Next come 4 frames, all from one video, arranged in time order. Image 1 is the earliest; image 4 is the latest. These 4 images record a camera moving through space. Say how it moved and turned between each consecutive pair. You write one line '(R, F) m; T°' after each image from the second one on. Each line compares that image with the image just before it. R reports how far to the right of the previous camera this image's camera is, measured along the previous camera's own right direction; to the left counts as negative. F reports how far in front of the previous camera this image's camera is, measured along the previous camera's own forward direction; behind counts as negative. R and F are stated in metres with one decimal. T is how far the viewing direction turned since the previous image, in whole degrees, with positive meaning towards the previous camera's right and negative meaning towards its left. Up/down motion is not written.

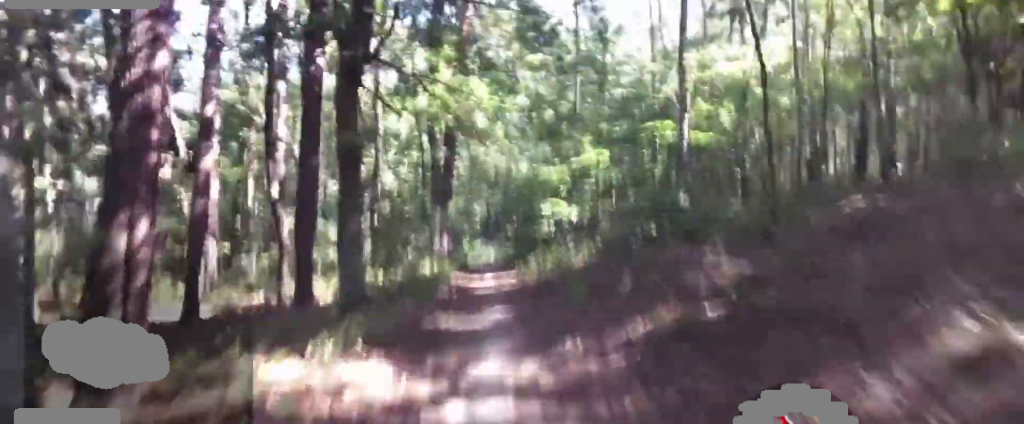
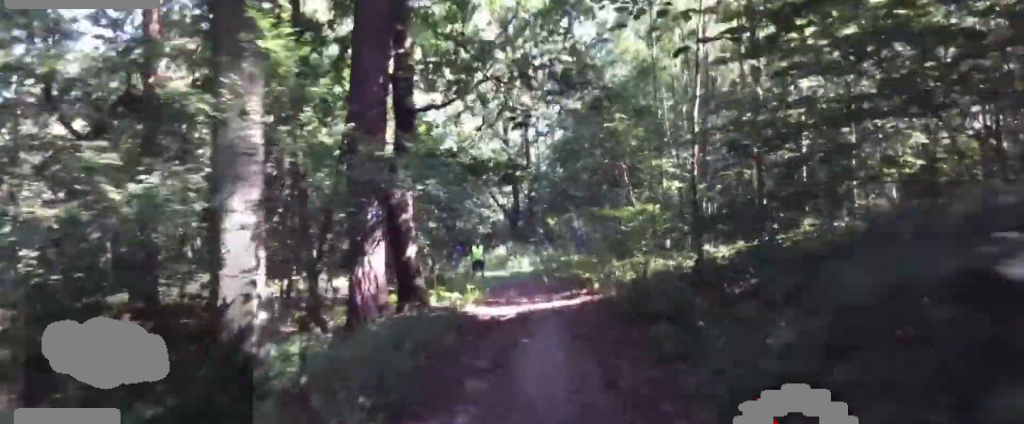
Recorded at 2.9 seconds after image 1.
(-1.3, +21.4) m; -3°
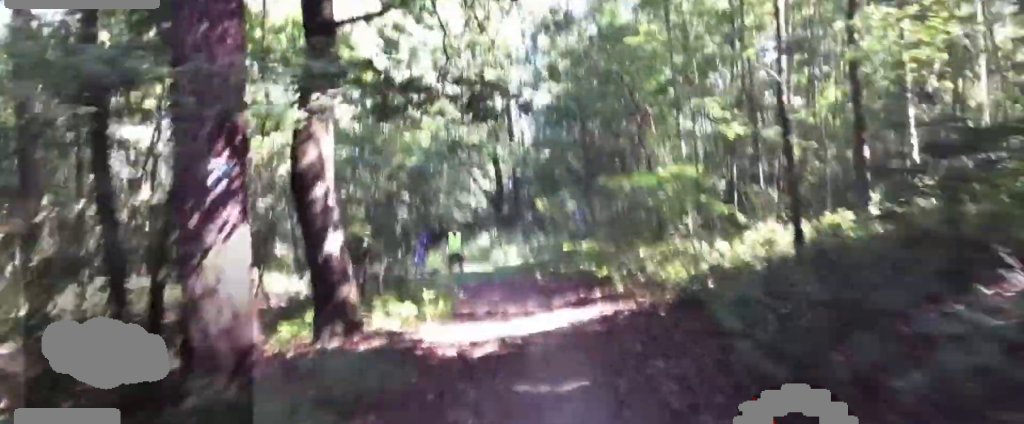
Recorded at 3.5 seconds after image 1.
(0.0, +4.3) m; 0°
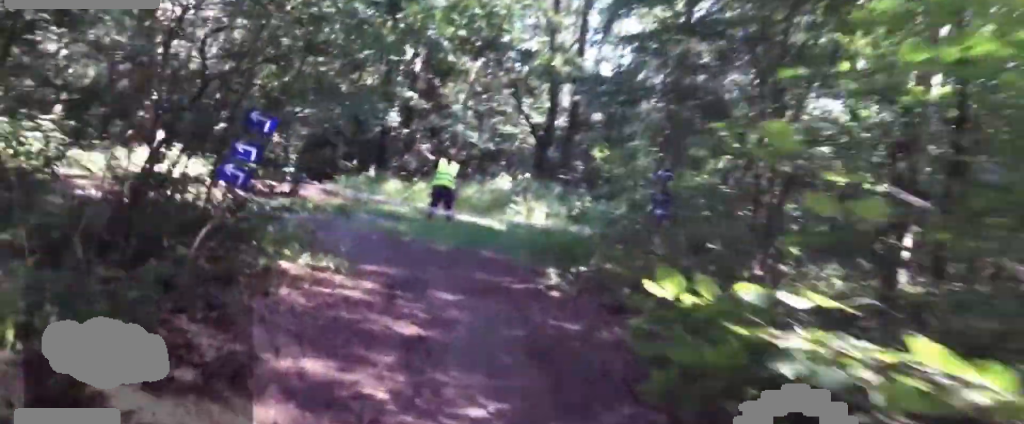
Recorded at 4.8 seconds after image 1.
(-0.1, +9.2) m; -2°
